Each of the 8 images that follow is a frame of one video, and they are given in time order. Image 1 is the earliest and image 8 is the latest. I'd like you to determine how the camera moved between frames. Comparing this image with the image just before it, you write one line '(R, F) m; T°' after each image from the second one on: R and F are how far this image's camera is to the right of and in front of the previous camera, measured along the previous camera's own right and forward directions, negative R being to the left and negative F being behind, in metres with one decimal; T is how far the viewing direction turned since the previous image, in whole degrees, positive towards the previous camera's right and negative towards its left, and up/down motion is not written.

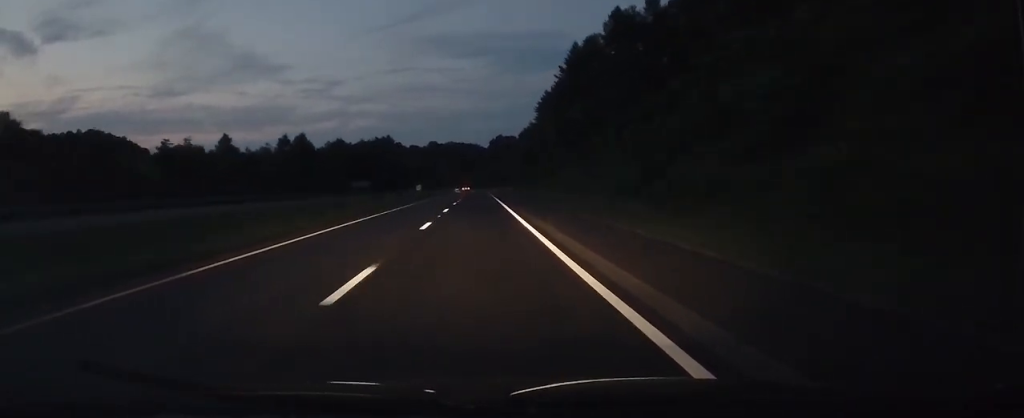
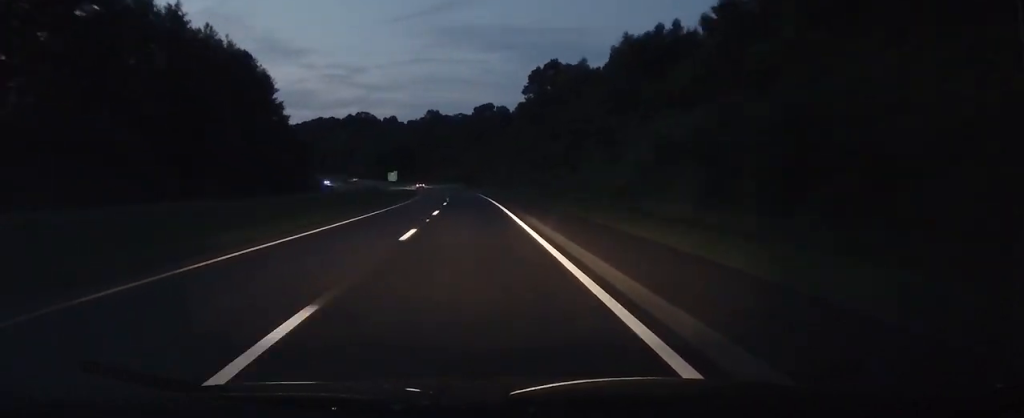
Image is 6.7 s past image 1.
(-5.2, +221.0) m; -6°
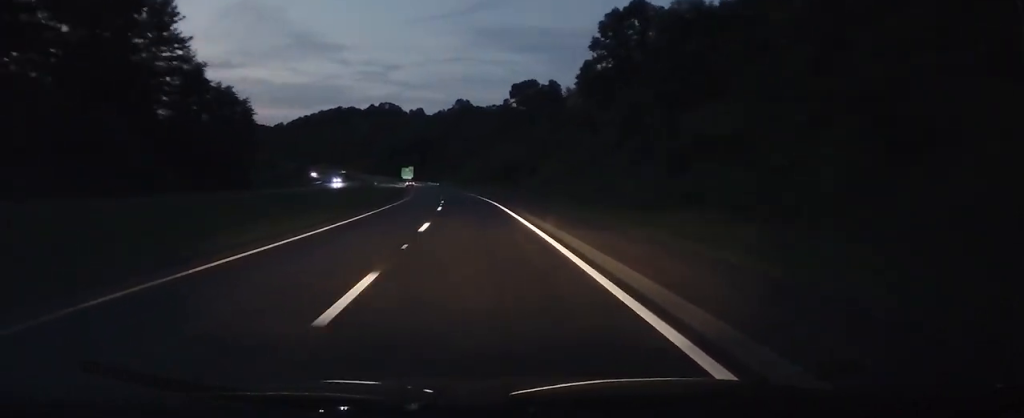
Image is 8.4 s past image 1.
(+1.3, +57.5) m; -3°
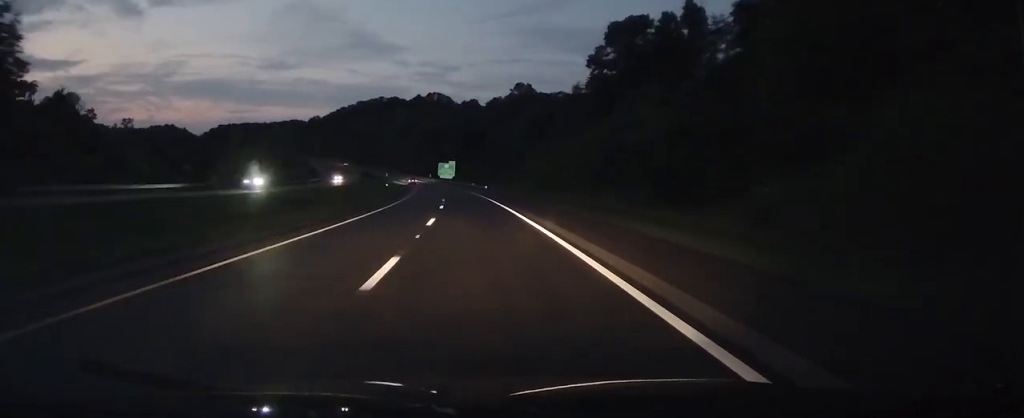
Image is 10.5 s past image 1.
(-5.2, +70.4) m; -5°
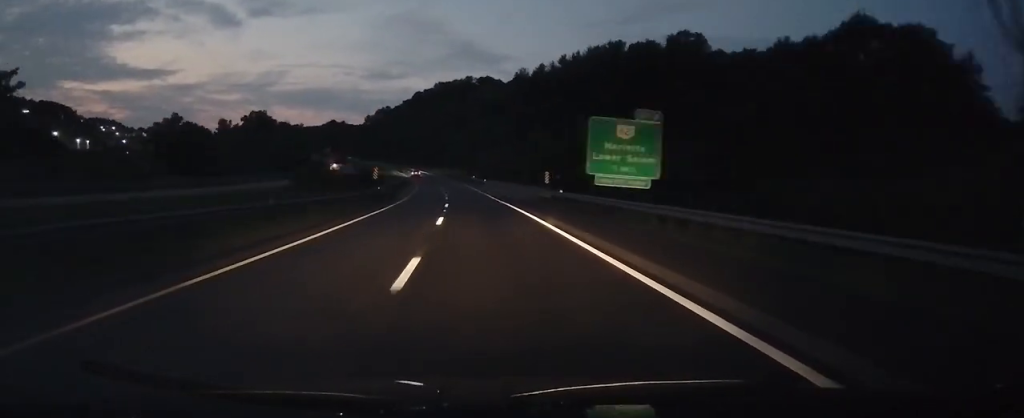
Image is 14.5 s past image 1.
(-12.1, +131.2) m; -10°
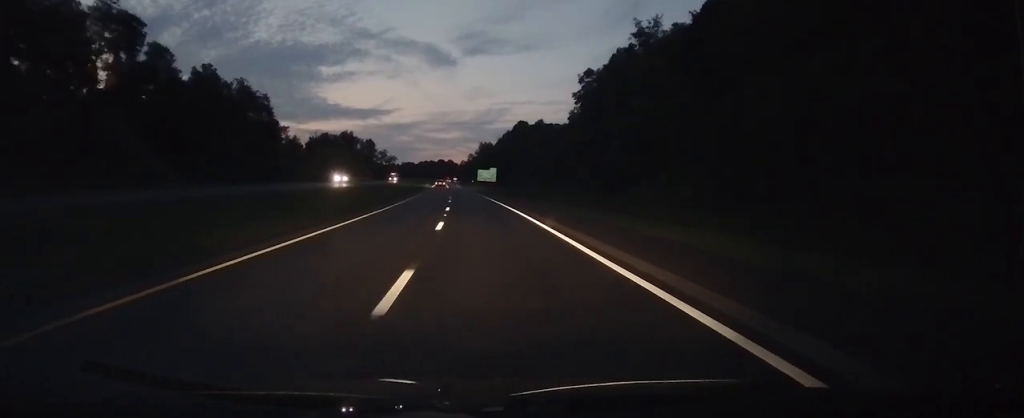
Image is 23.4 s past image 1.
(-52.3, +278.7) m; -19°
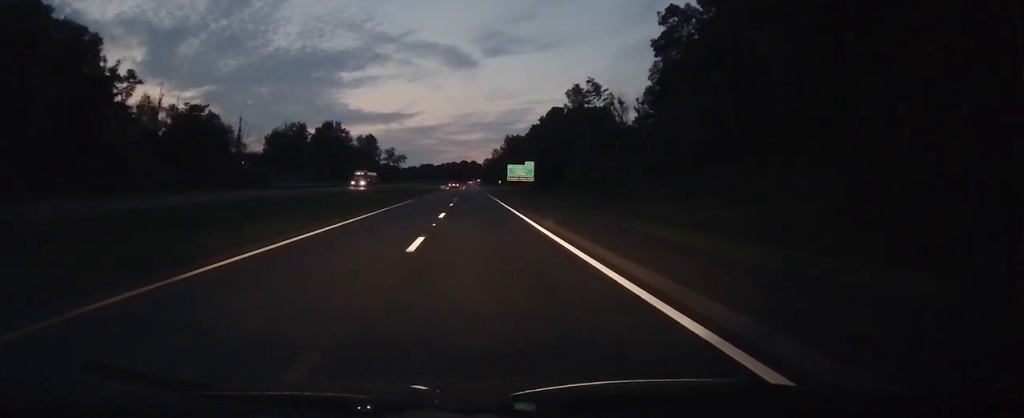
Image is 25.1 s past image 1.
(-1.1, +55.1) m; -2°
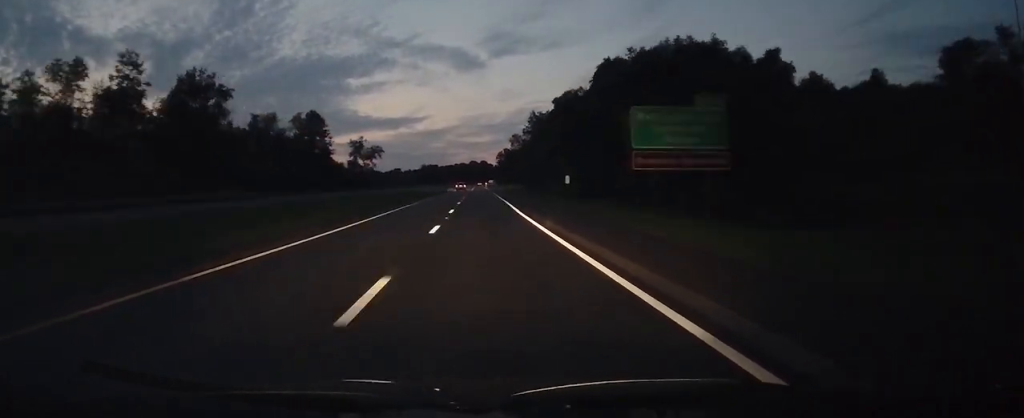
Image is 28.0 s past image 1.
(-2.6, +91.9) m; -1°
